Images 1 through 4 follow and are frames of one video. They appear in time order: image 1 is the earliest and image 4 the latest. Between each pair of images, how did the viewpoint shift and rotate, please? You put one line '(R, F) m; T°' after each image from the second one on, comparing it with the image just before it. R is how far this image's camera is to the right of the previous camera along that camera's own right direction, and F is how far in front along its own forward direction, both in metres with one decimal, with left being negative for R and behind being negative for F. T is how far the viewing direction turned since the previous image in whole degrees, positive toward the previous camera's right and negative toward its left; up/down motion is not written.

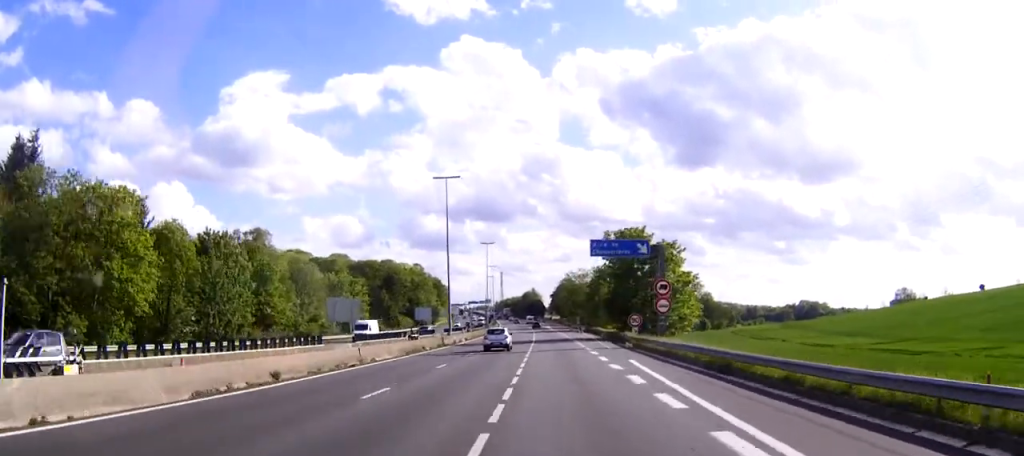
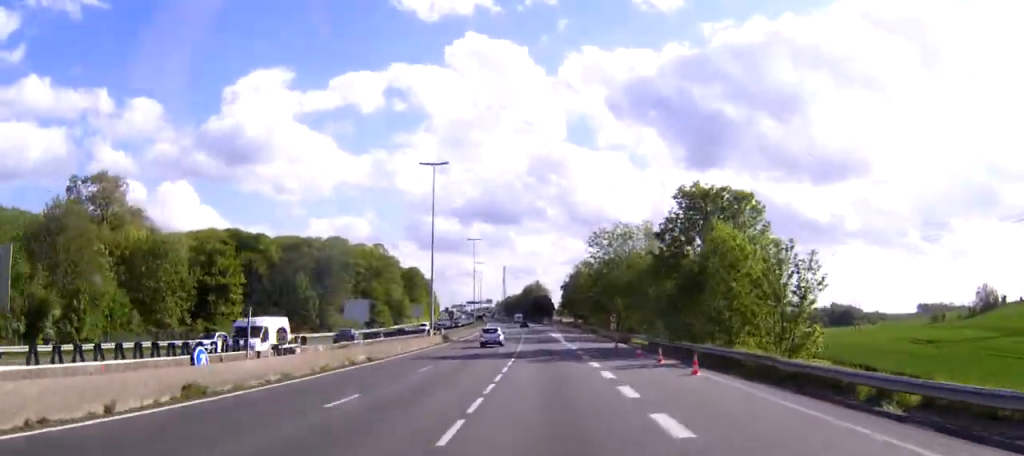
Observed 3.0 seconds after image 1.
(0.0, +79.3) m; 0°
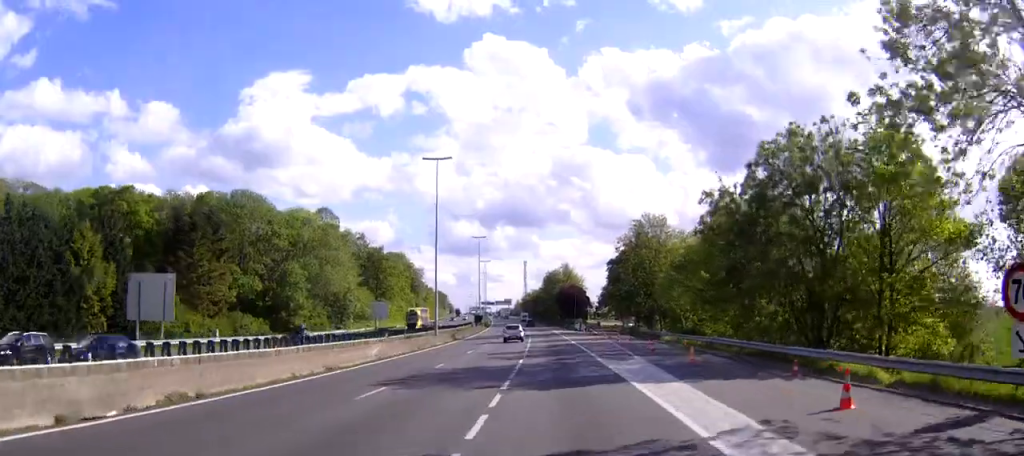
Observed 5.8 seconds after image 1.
(-0.7, +77.0) m; -1°
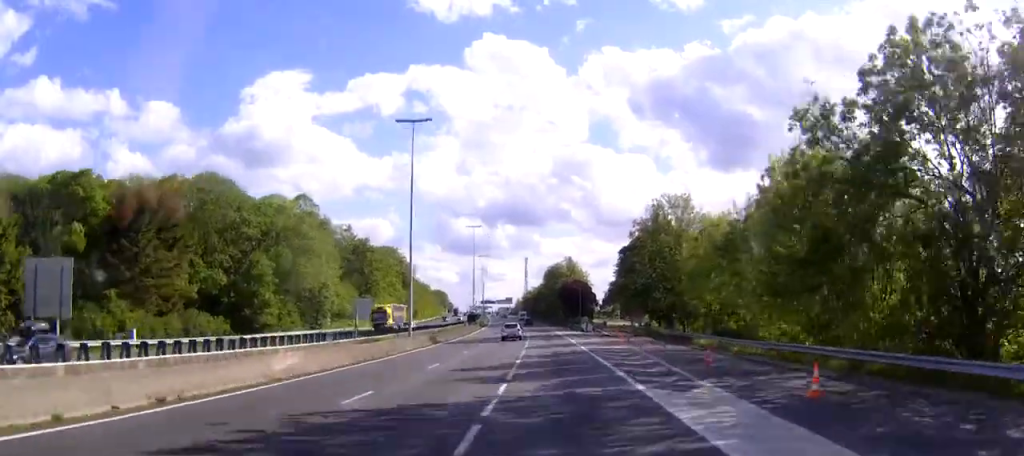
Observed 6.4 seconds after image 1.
(-0.1, +14.3) m; 0°
